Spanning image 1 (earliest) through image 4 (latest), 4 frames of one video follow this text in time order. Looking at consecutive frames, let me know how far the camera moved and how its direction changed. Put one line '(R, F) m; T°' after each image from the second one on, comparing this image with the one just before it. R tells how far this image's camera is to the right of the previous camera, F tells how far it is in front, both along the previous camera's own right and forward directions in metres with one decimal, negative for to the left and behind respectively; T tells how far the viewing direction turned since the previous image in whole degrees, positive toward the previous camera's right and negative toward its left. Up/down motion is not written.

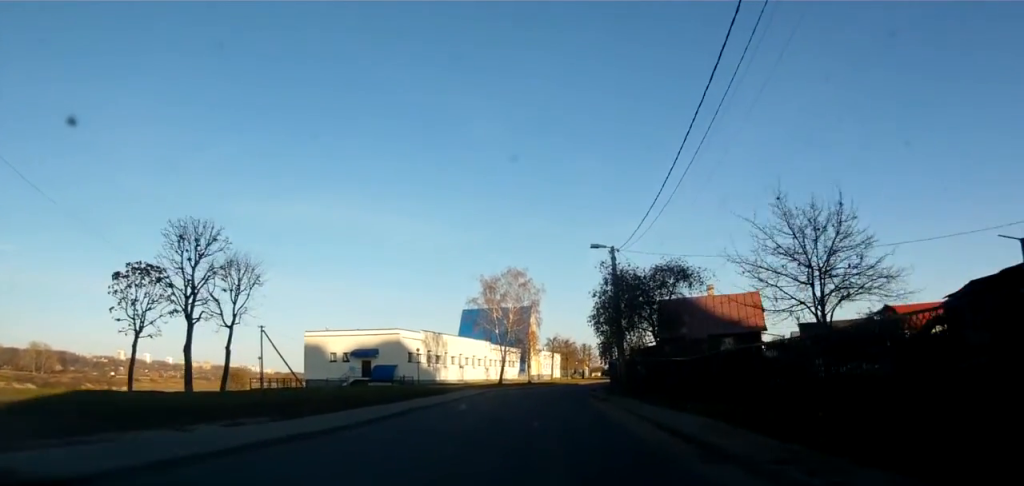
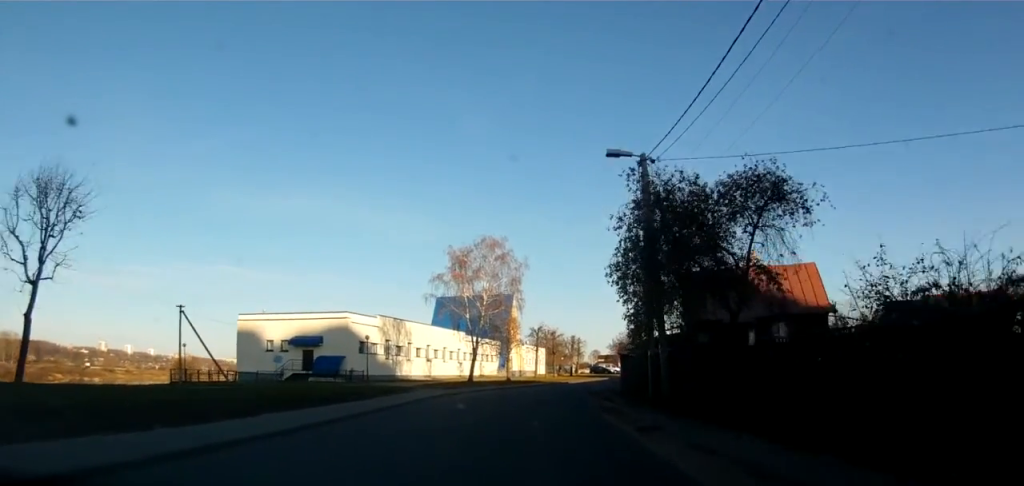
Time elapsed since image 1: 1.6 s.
(-0.2, +14.7) m; -2°
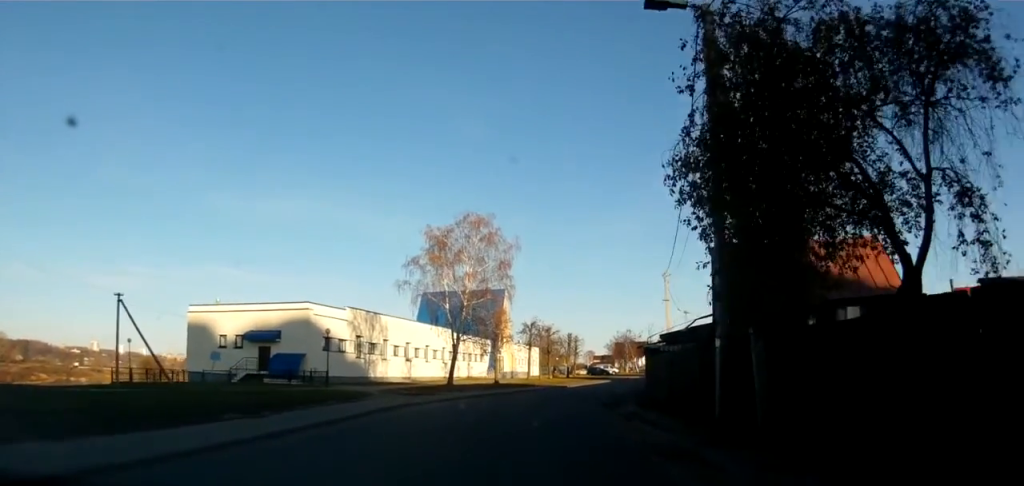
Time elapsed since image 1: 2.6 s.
(-0.1, +9.0) m; -2°
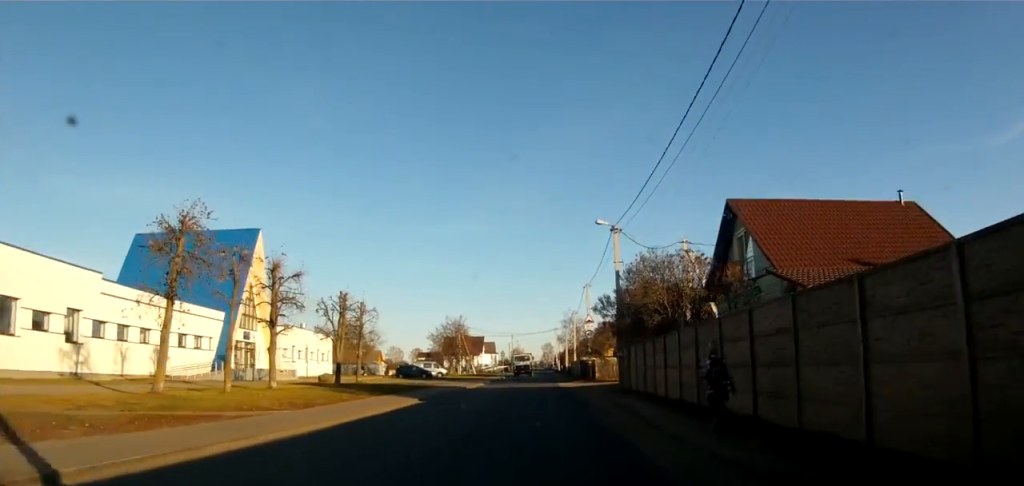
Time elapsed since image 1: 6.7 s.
(+3.5, +45.8) m; +7°
